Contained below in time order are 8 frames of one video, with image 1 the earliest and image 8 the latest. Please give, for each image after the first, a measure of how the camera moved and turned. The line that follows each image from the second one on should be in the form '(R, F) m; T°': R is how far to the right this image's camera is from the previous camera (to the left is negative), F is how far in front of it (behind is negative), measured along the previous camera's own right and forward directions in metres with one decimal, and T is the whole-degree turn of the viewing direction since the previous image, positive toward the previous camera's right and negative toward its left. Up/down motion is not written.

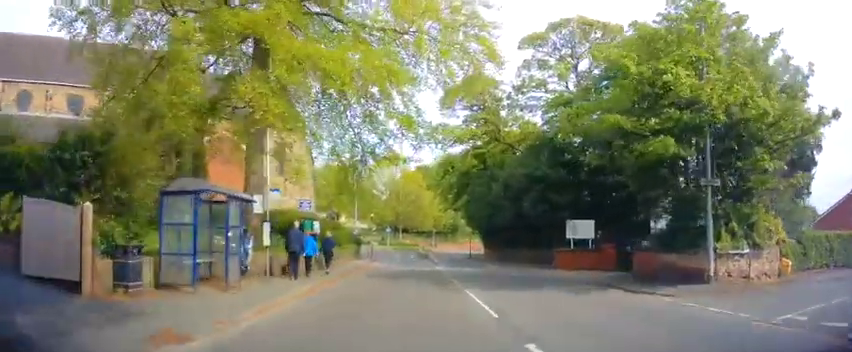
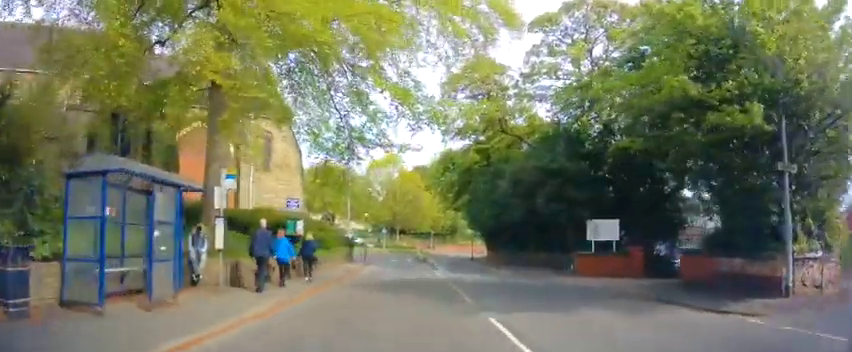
(0.0, +3.6) m; +1°
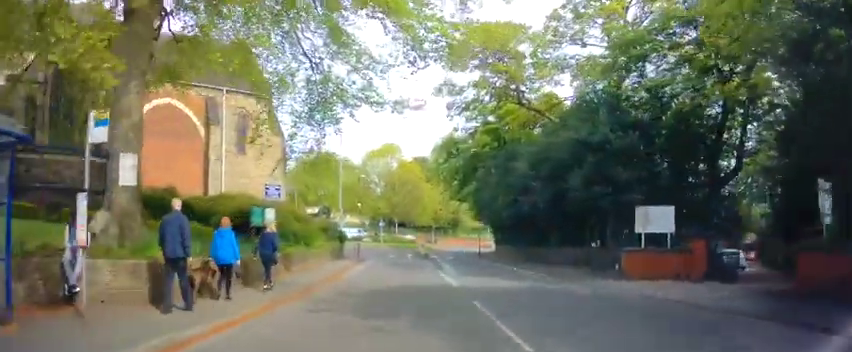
(+0.1, +5.3) m; +1°
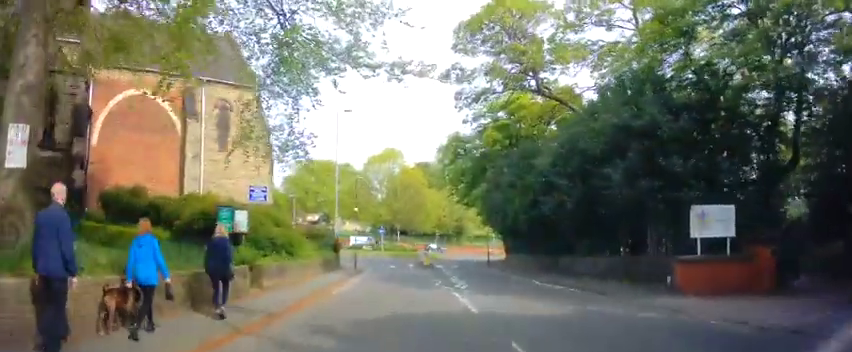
(0.0, +3.8) m; +1°
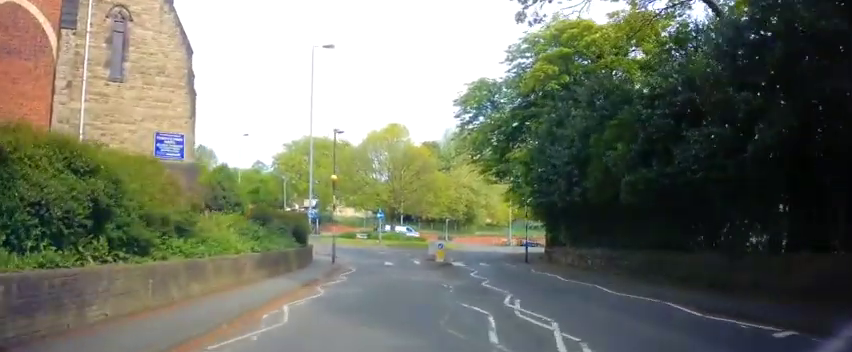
(+0.1, +11.6) m; -1°
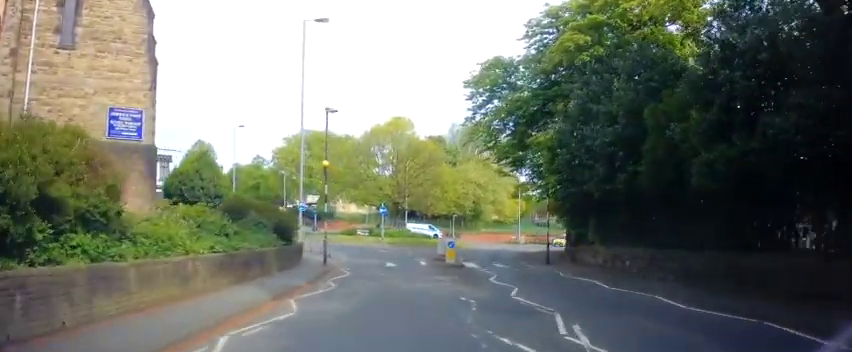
(0.0, +3.5) m; -1°
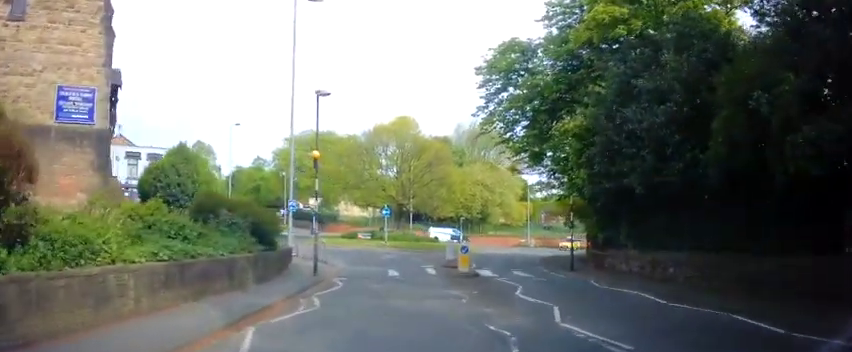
(-0.1, +2.9) m; -1°
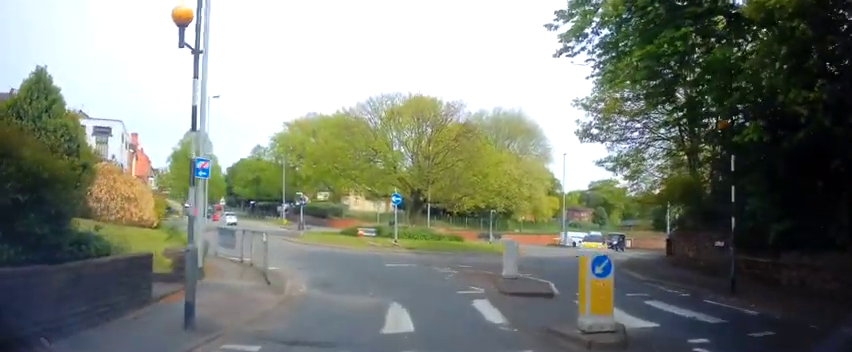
(+0.1, +11.1) m; +3°
